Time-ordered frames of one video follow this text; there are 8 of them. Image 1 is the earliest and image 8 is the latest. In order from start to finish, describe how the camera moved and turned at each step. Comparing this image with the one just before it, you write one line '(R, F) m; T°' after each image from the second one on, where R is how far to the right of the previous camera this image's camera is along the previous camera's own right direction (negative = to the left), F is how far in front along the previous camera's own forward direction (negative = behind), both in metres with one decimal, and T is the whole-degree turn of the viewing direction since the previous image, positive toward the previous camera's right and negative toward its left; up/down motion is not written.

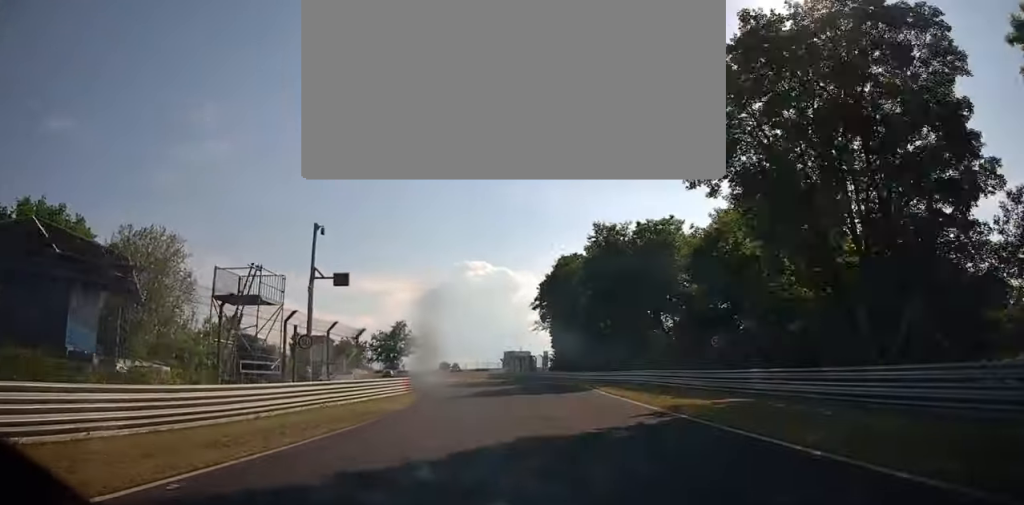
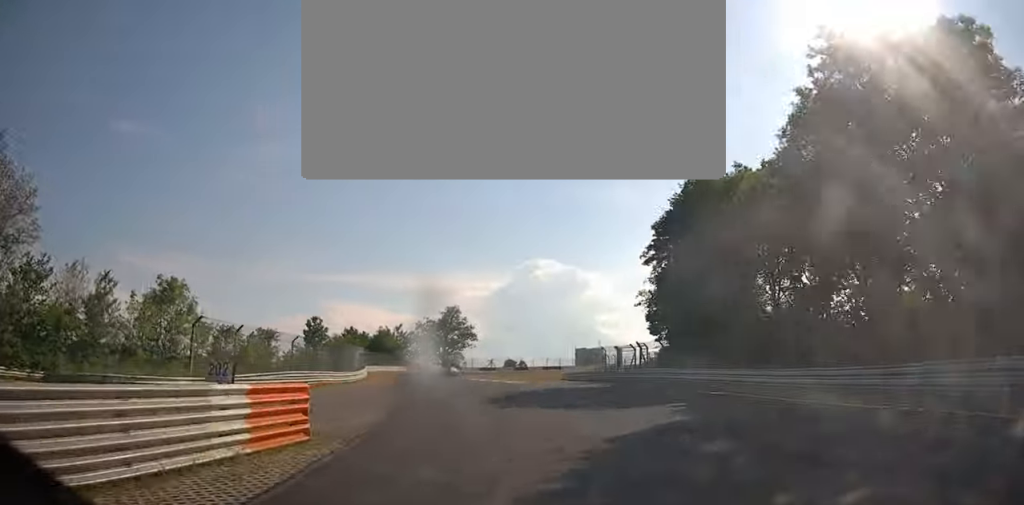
(-0.3, +26.6) m; -5°
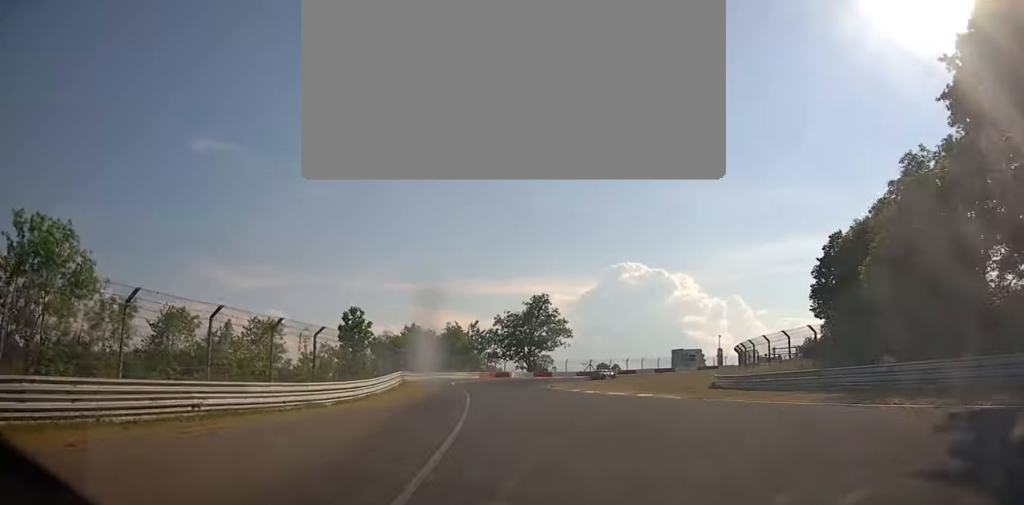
(-1.8, +22.4) m; -7°
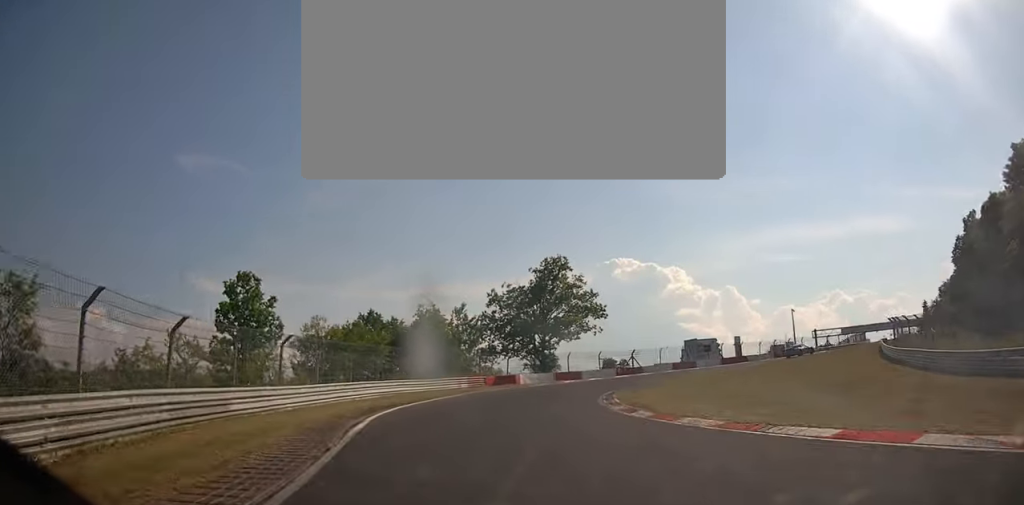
(-1.8, +27.2) m; +1°
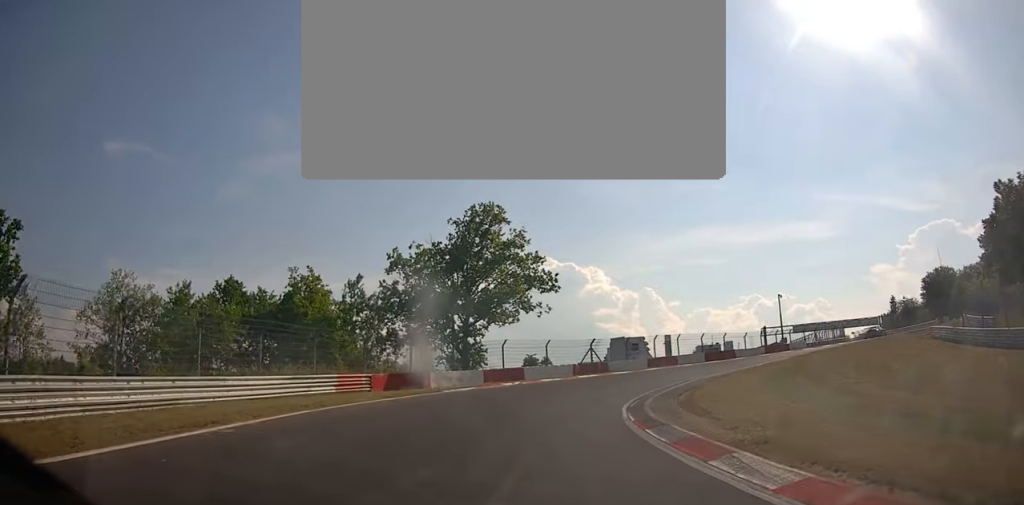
(+1.2, +17.1) m; +12°
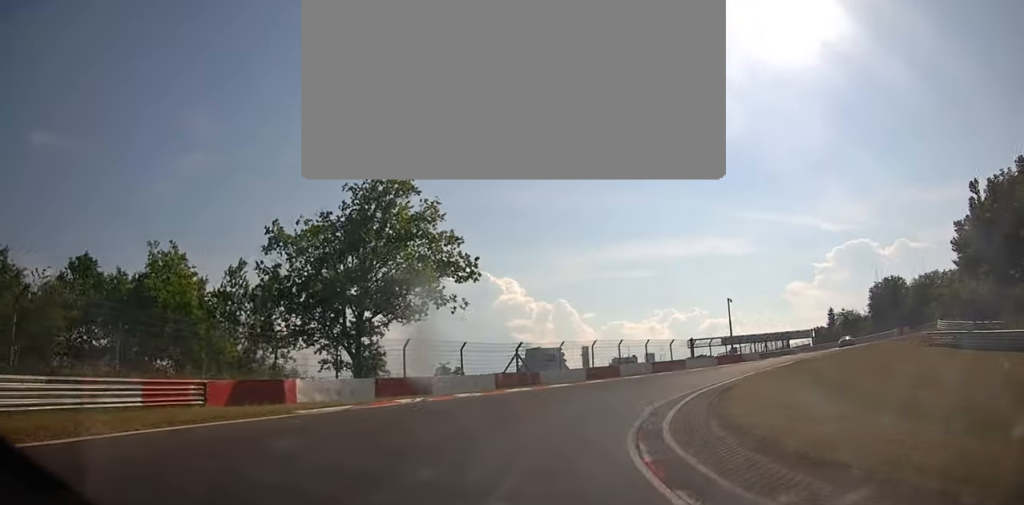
(-0.3, +9.0) m; +9°
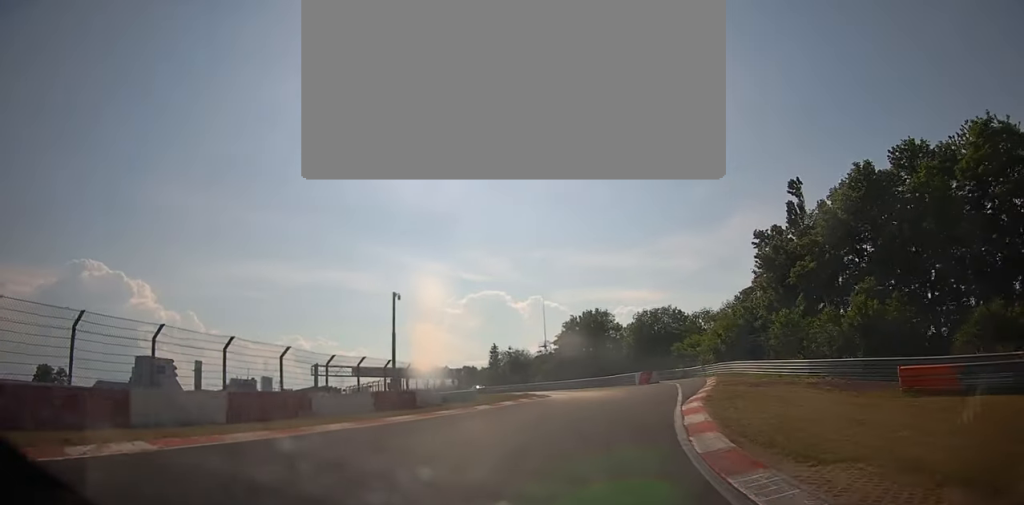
(+8.5, +24.6) m; +32°
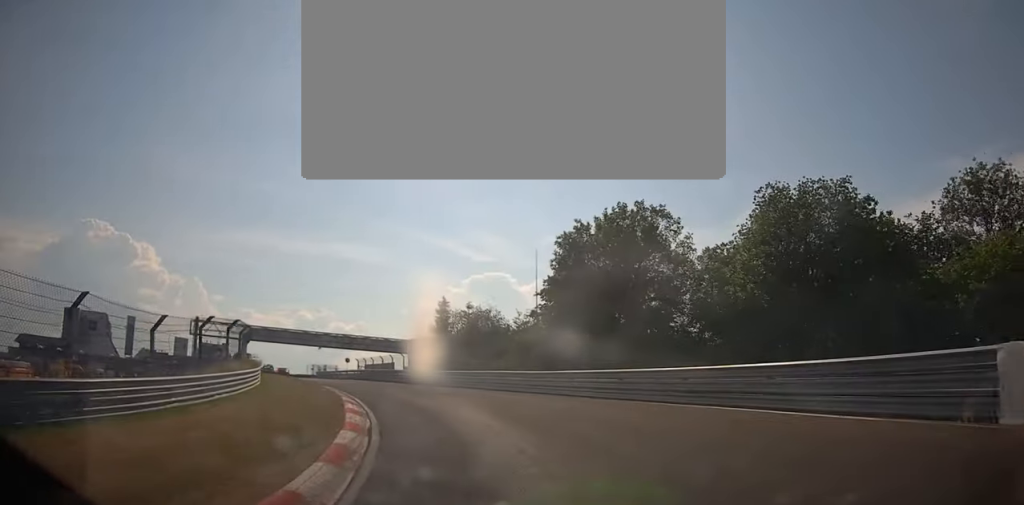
(+6.1, +44.0) m; 0°
